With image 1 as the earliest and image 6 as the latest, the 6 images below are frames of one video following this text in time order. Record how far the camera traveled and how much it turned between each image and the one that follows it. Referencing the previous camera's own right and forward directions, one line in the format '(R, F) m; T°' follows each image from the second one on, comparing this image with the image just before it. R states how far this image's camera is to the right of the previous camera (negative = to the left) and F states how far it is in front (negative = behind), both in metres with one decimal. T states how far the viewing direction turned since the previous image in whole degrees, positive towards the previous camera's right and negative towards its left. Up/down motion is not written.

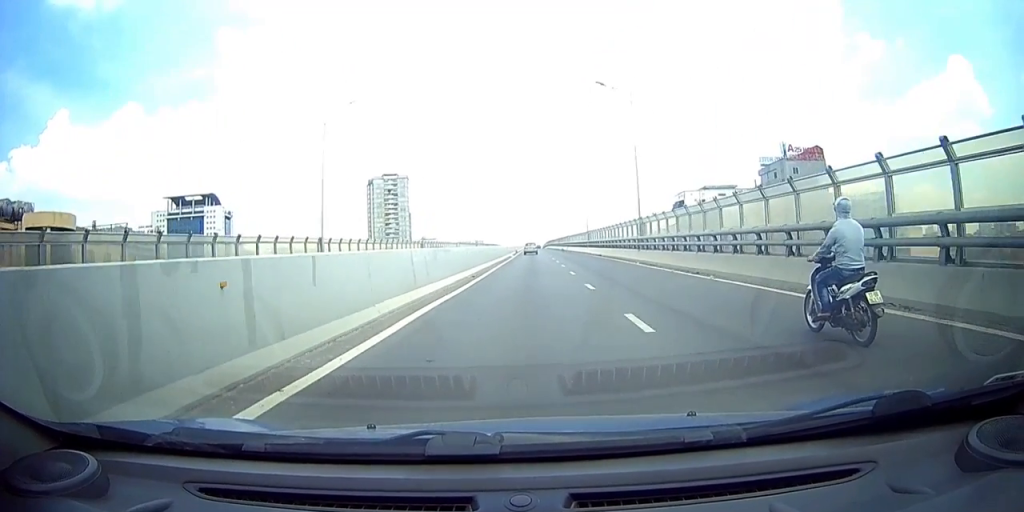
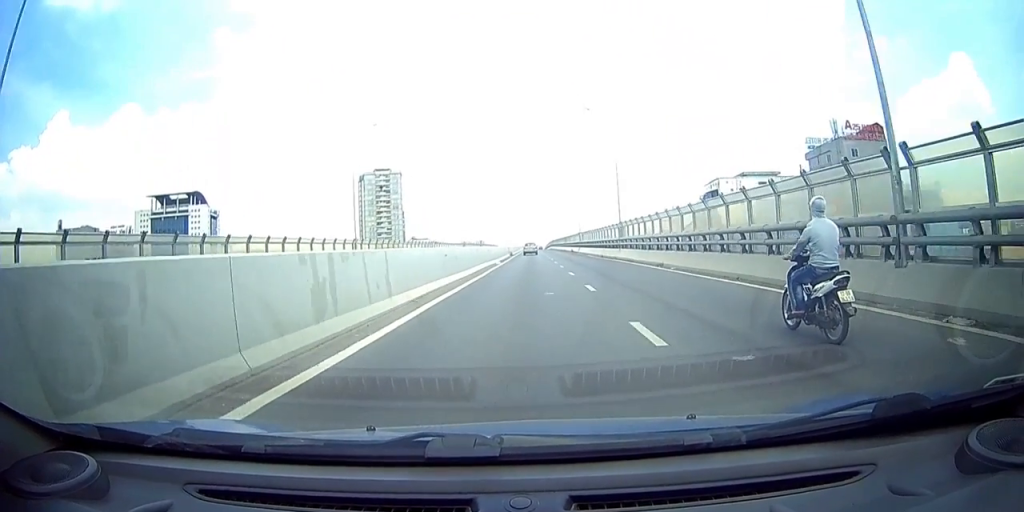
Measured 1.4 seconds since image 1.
(-0.1, +24.2) m; 0°
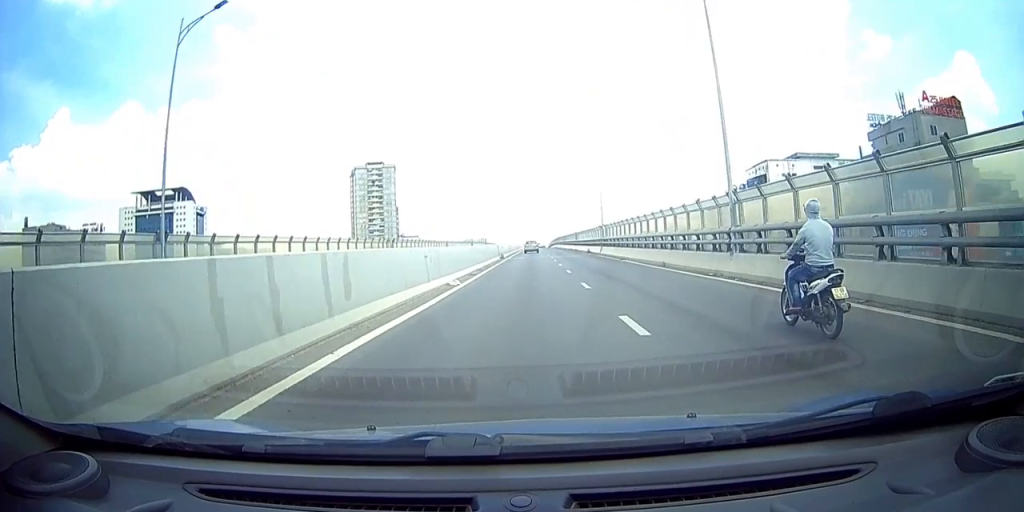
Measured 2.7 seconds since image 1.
(0.0, +24.8) m; 0°
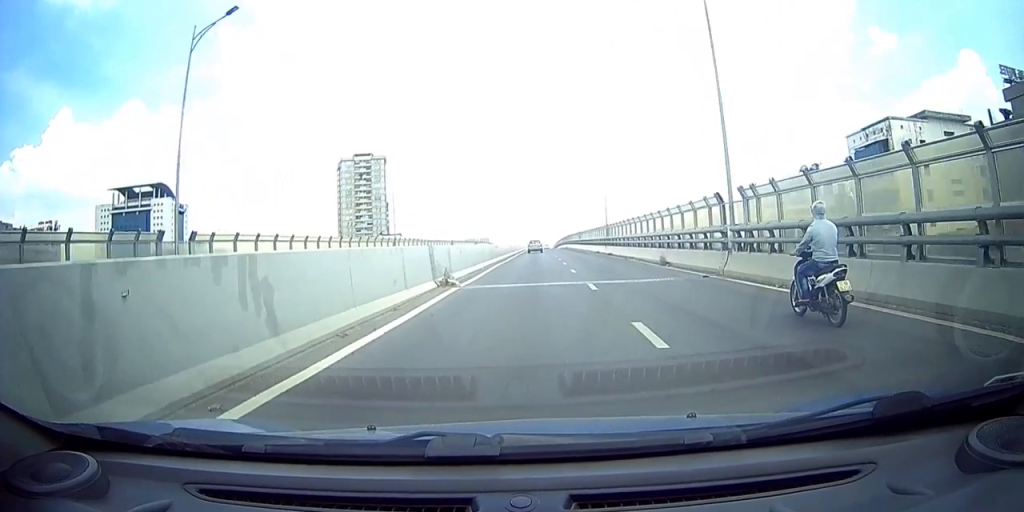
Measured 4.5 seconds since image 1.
(0.0, +34.2) m; 0°
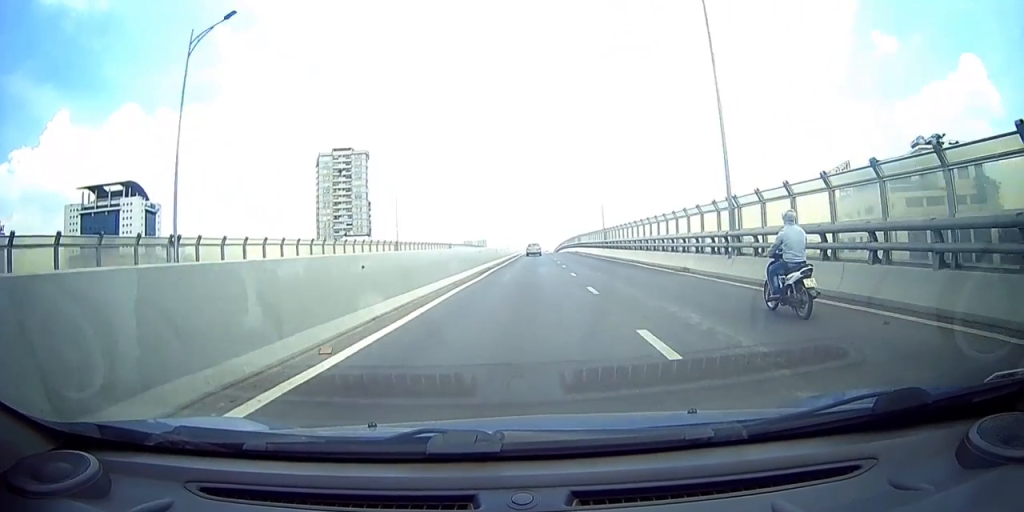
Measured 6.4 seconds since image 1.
(0.0, +34.7) m; 0°
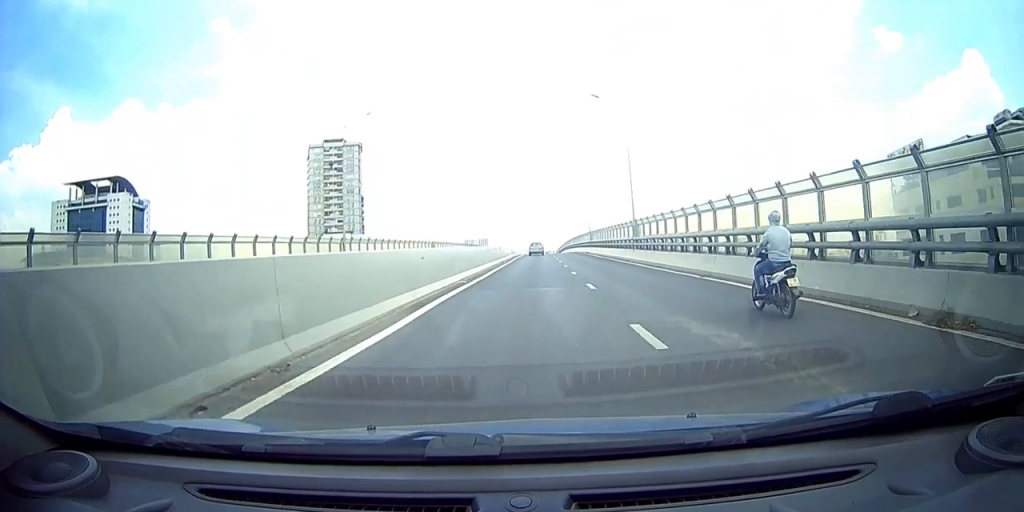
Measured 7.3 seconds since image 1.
(0.0, +16.7) m; -1°
